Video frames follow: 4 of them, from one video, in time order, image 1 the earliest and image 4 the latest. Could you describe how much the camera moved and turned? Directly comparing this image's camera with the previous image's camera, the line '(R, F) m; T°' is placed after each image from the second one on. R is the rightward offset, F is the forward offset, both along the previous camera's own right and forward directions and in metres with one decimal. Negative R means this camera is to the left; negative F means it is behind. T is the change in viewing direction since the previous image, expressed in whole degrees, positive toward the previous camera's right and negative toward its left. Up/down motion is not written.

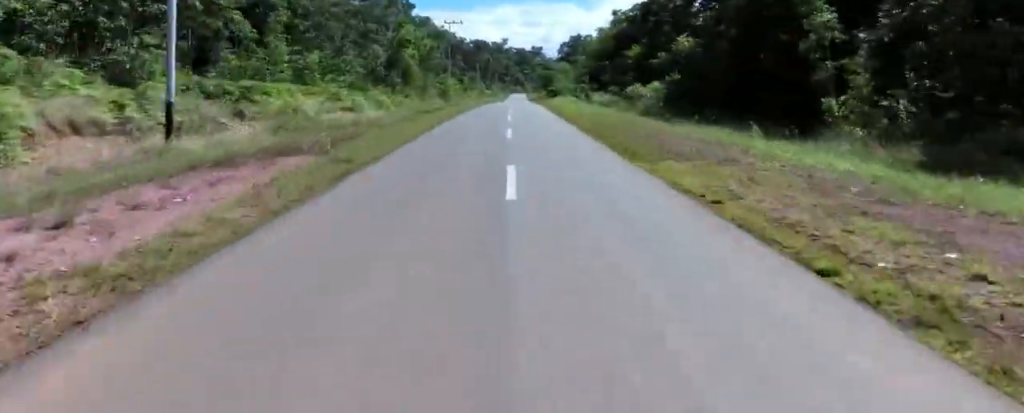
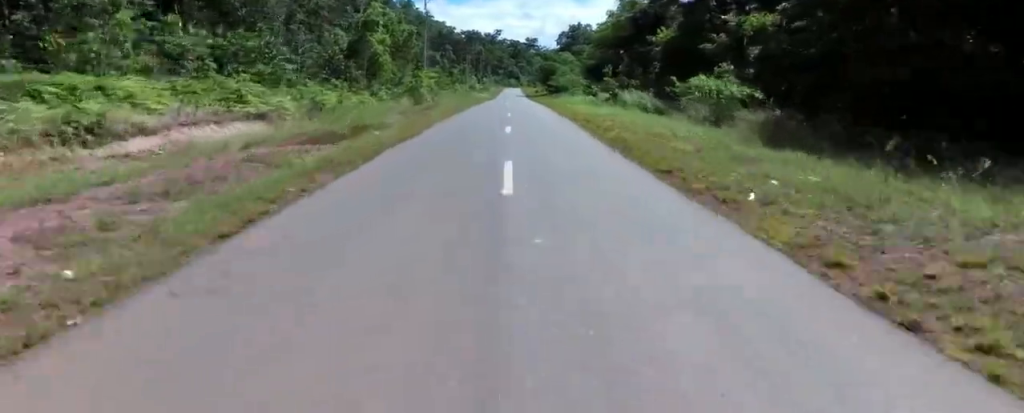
(+1.0, +15.5) m; +1°
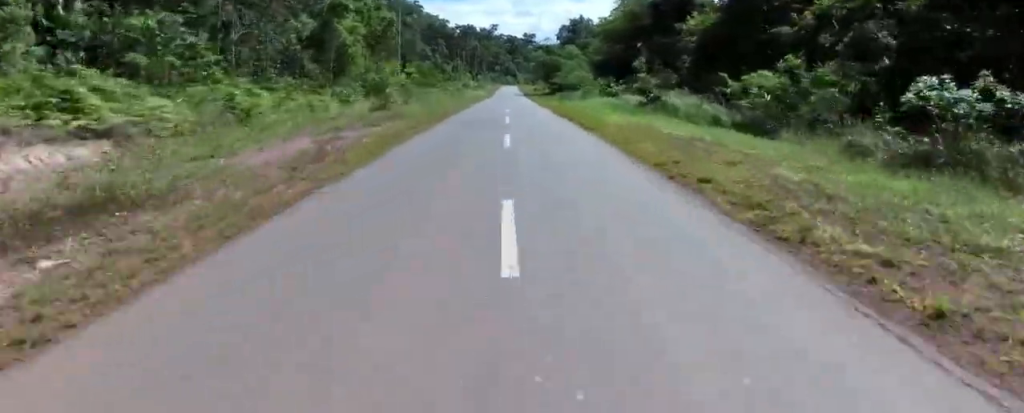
(-0.6, +11.7) m; 0°
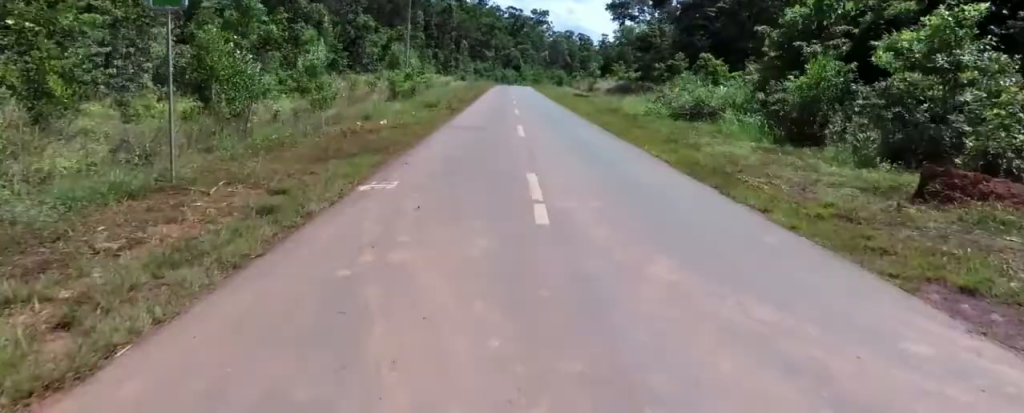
(+0.1, +102.7) m; -2°
